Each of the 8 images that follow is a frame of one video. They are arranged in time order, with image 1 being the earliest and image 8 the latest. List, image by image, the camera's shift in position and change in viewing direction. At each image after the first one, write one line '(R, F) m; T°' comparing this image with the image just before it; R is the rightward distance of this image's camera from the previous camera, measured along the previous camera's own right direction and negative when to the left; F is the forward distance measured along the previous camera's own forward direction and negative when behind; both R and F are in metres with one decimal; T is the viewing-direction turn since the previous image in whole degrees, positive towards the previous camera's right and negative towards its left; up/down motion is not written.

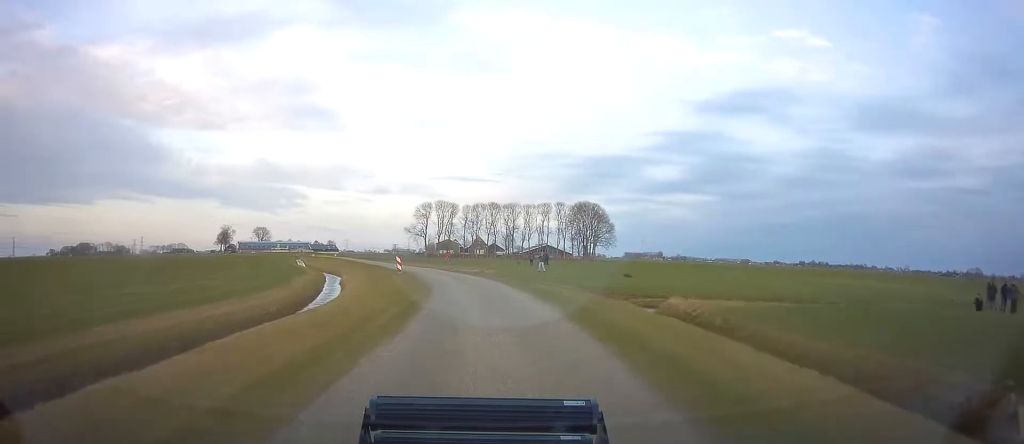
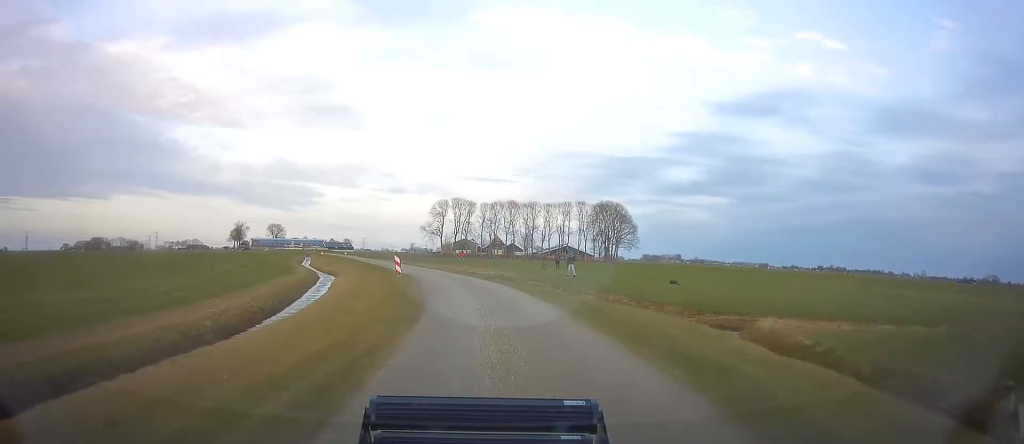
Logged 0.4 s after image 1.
(0.0, +7.3) m; -2°
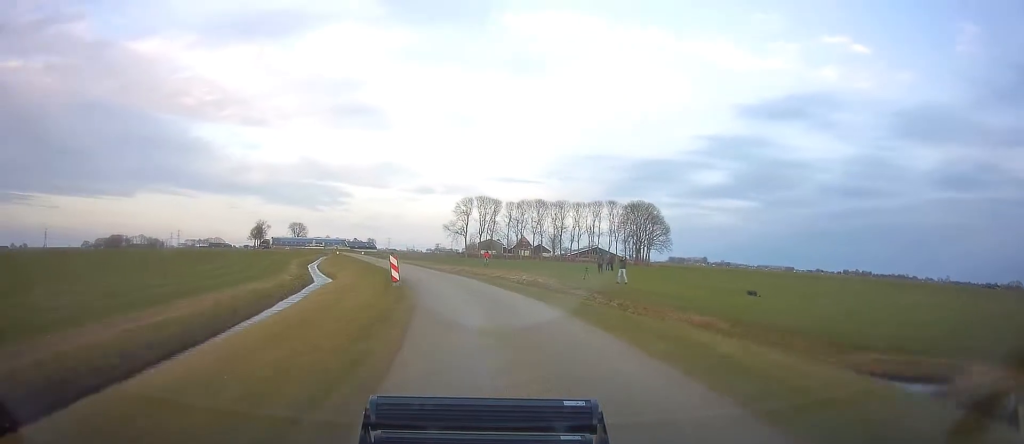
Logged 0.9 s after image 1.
(-0.3, +9.5) m; -3°
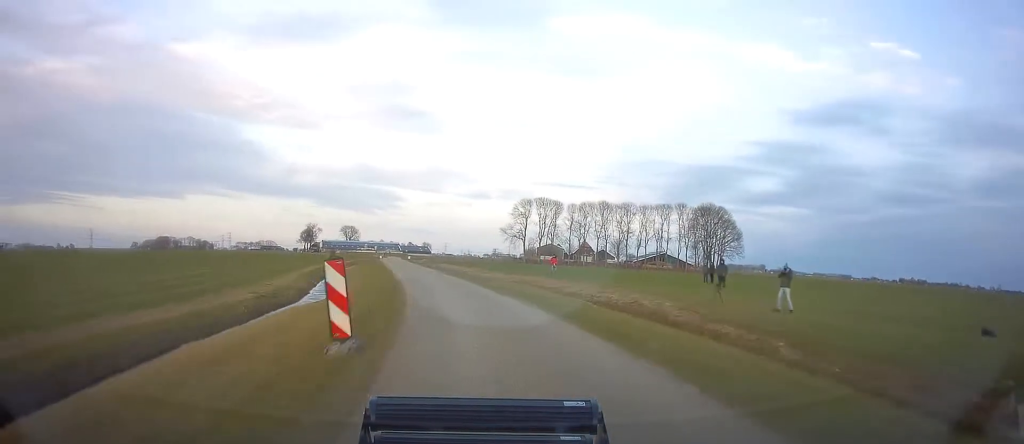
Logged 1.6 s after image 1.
(-0.5, +14.0) m; -4°
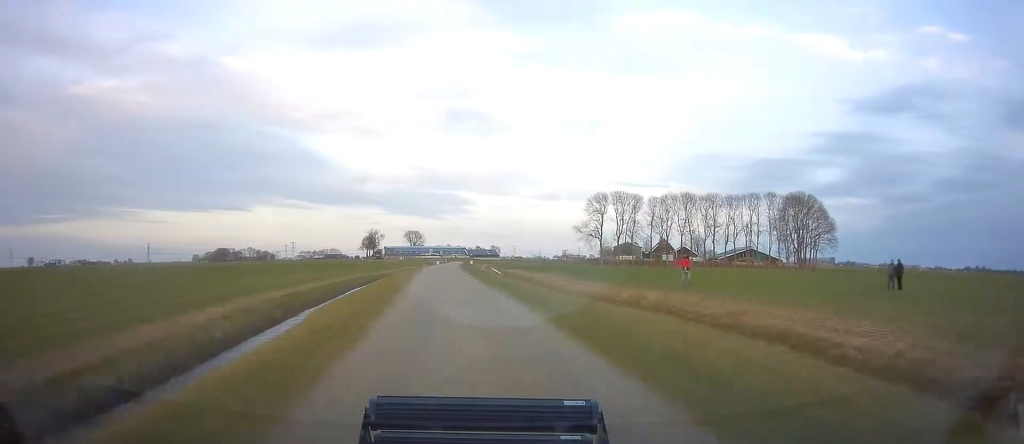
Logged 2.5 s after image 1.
(-0.7, +18.2) m; -5°
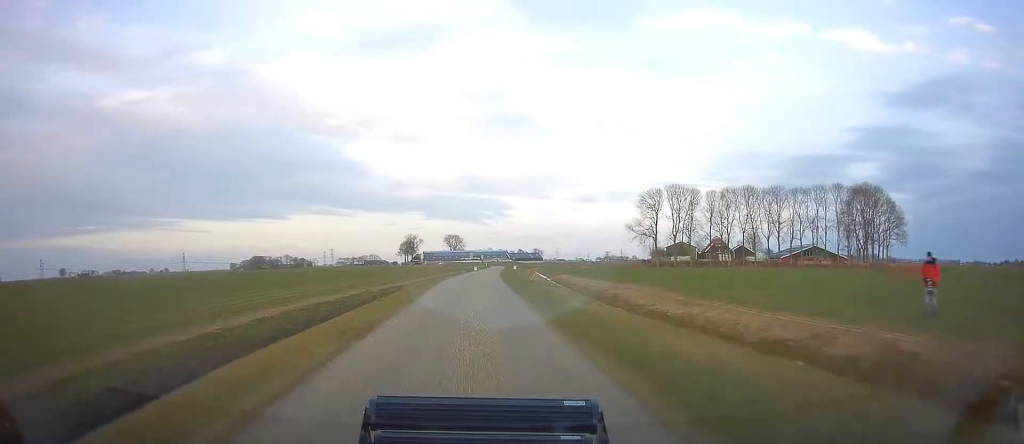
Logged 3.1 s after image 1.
(-0.6, +15.0) m; -3°
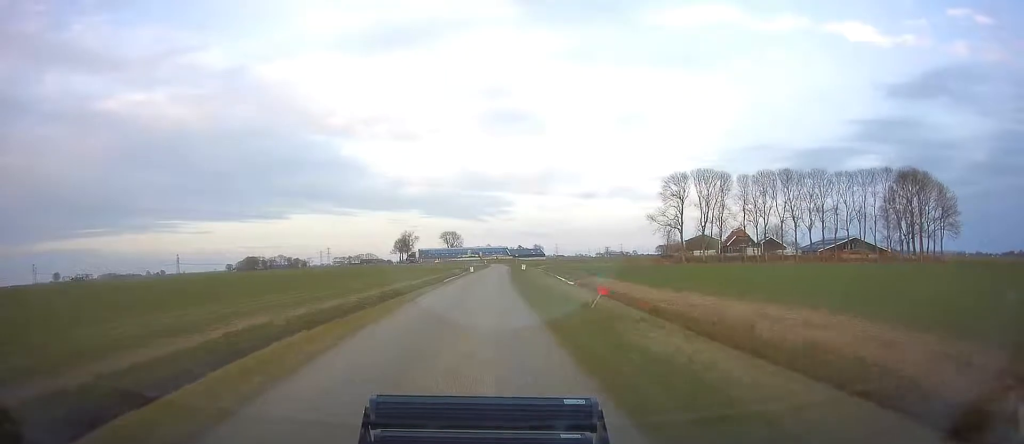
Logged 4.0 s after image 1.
(-0.6, +21.8) m; -2°
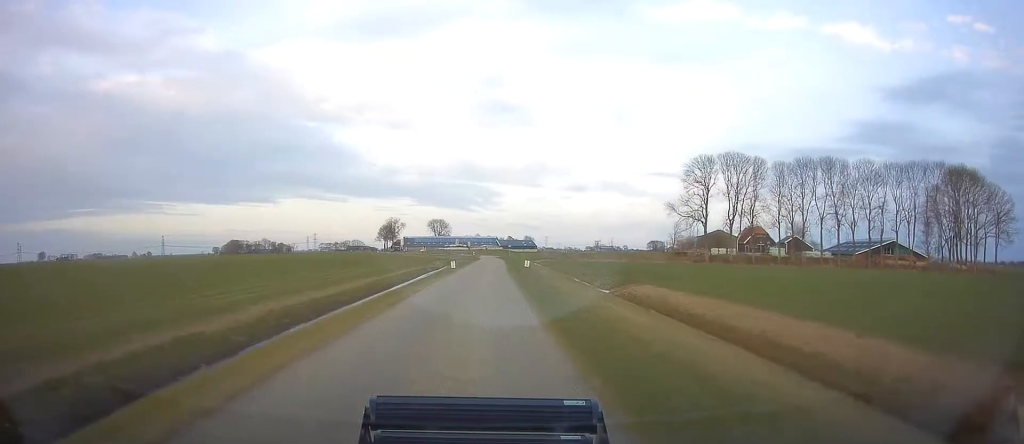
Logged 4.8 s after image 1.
(-0.1, +21.0) m; 0°
